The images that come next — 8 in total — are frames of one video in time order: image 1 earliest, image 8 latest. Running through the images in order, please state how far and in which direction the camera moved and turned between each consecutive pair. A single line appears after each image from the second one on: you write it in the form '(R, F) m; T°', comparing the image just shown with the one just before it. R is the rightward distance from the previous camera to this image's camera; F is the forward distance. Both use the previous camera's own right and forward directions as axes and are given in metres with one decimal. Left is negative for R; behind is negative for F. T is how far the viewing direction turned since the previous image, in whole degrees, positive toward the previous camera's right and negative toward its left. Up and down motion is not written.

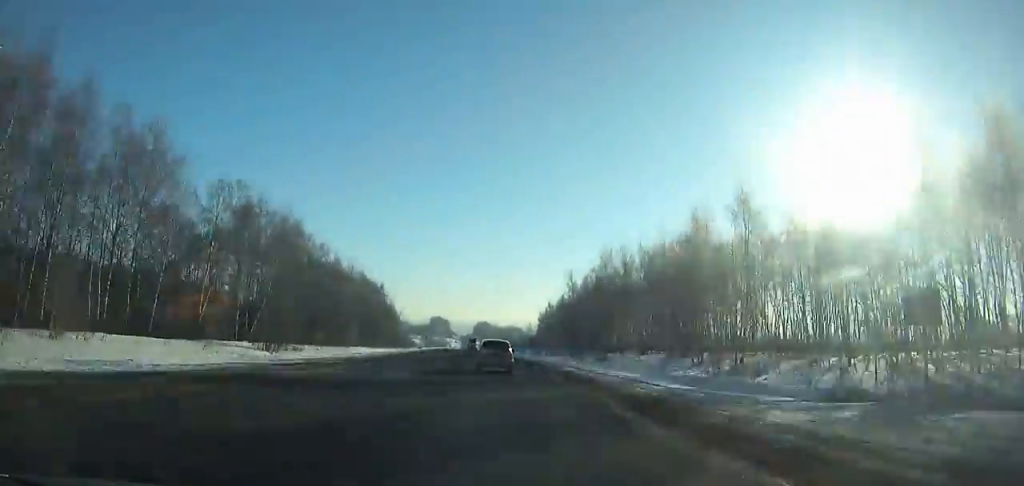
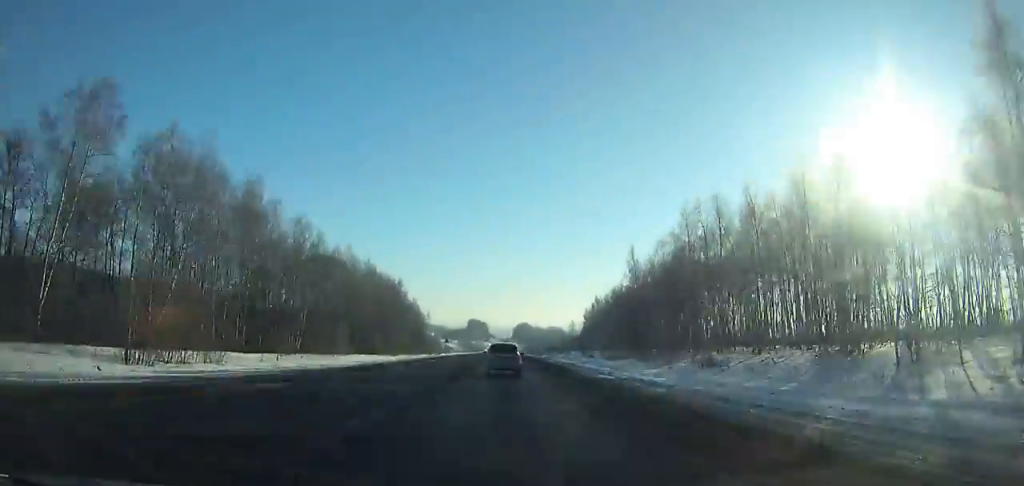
(-1.1, +33.2) m; -2°
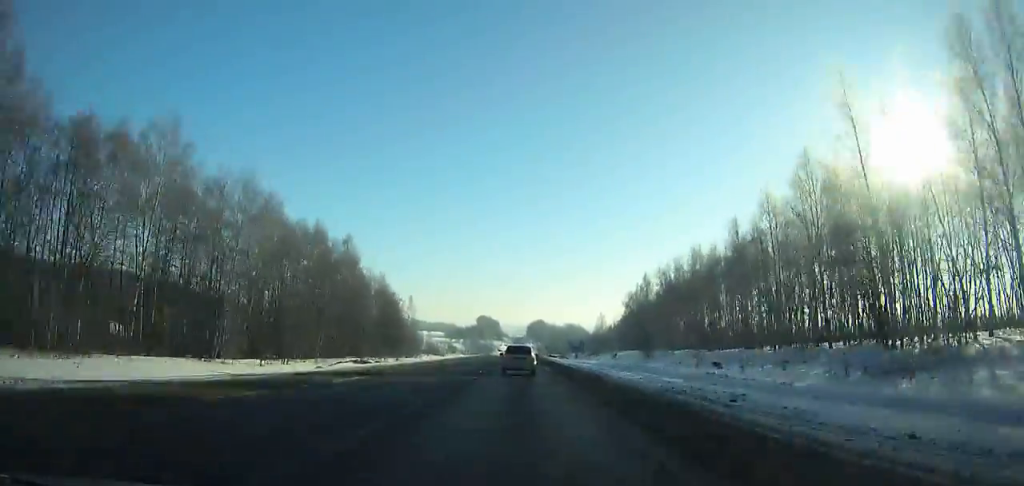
(-1.5, +69.3) m; -1°
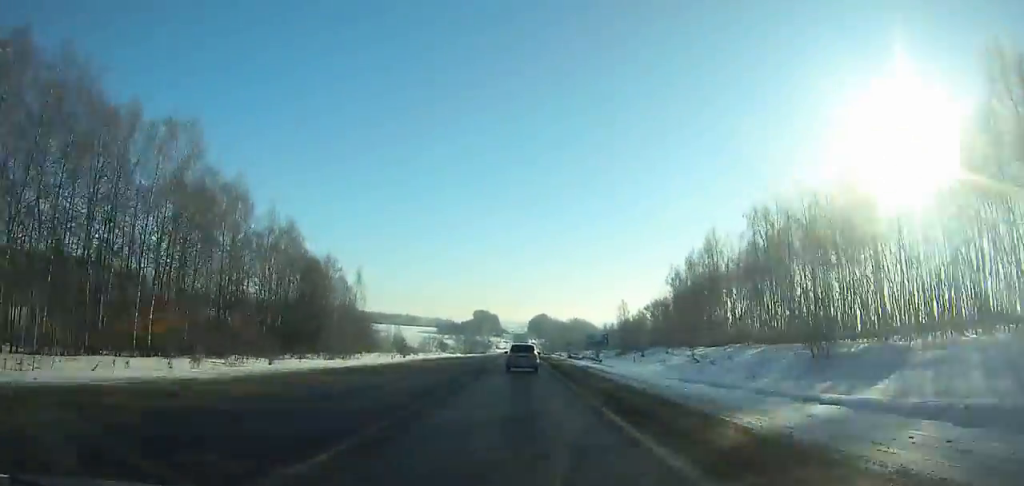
(+0.1, +58.8) m; 0°
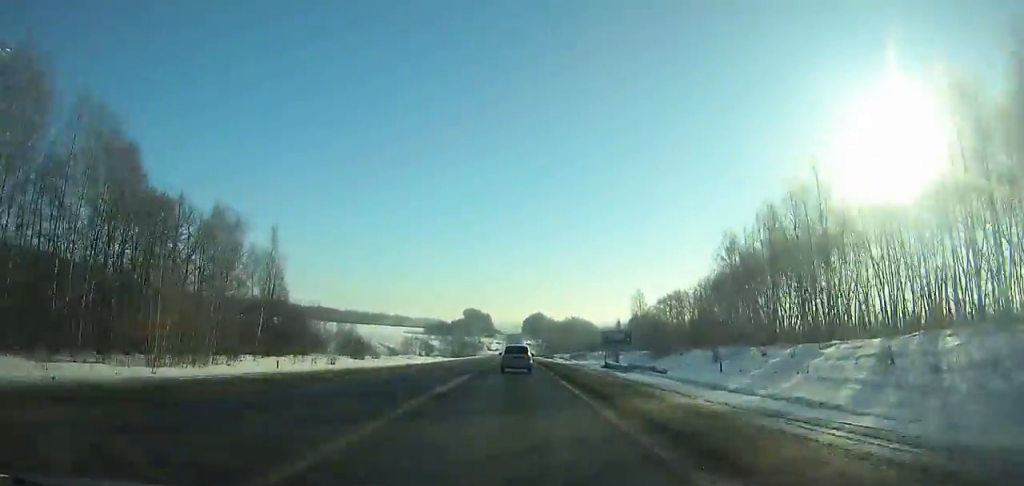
(0.0, +41.2) m; 0°
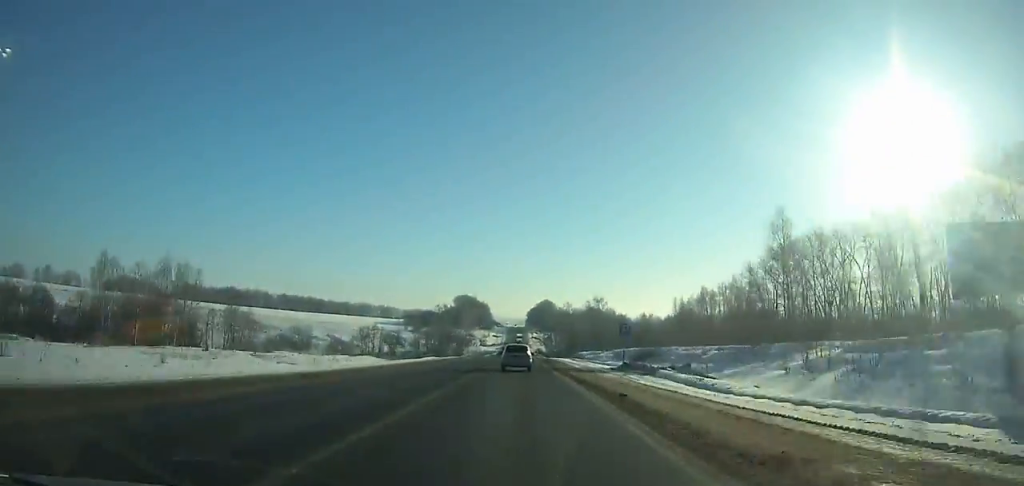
(0.0, +102.1) m; 0°
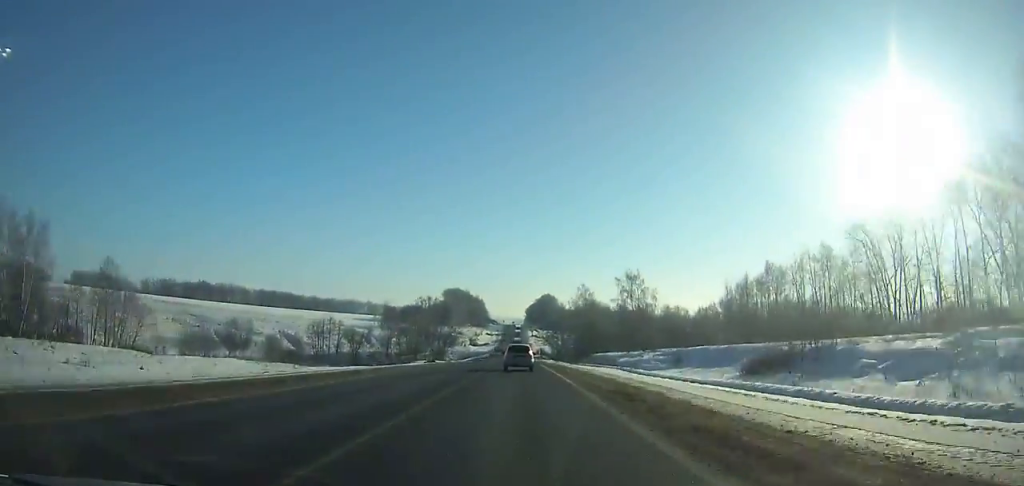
(-0.1, +51.7) m; 0°
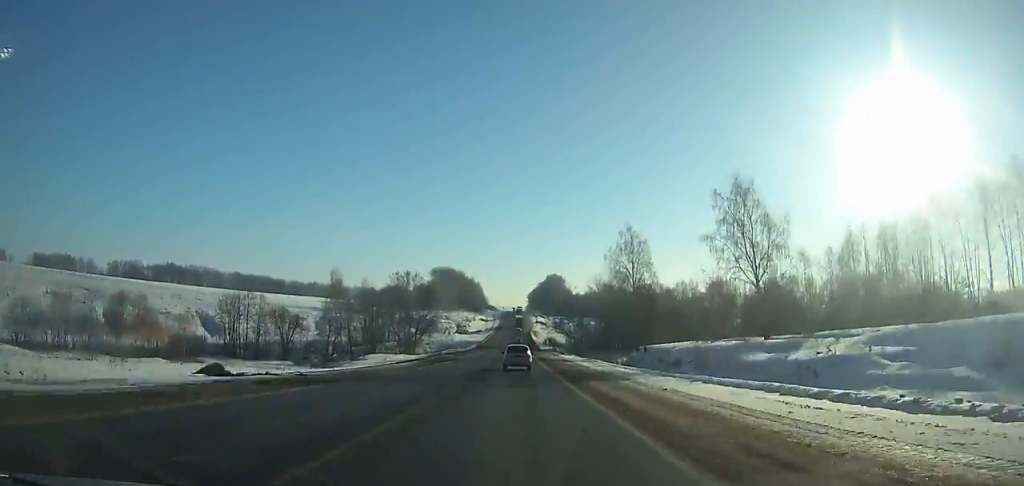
(+0.2, +57.0) m; 0°
